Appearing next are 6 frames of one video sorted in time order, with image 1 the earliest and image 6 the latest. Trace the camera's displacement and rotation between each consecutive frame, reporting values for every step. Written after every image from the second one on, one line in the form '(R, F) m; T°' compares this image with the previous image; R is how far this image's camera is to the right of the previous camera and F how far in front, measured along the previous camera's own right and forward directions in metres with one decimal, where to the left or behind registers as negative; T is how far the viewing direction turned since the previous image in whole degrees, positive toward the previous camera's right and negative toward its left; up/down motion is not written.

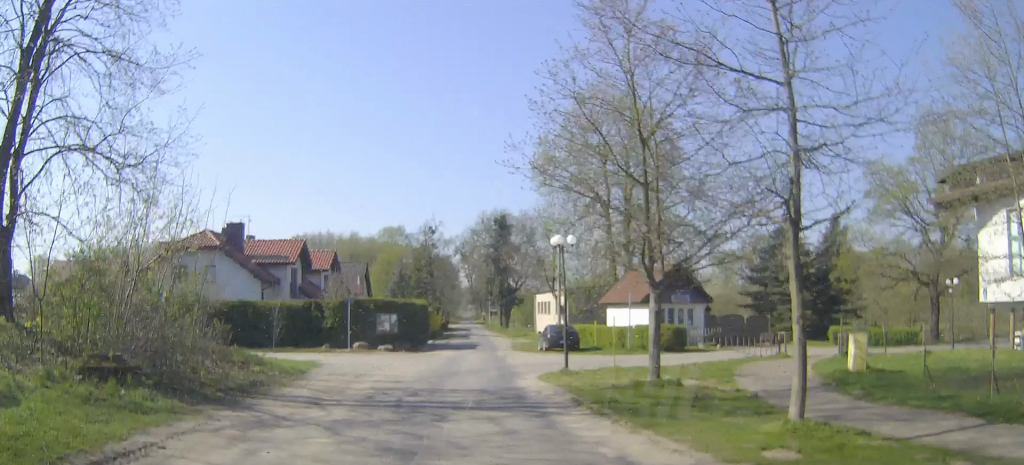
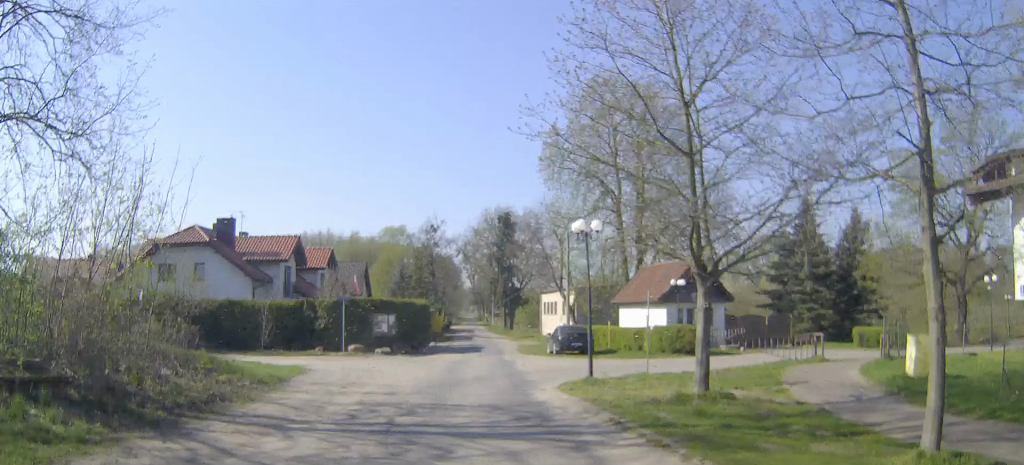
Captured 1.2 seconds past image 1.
(0.0, +2.4) m; 0°
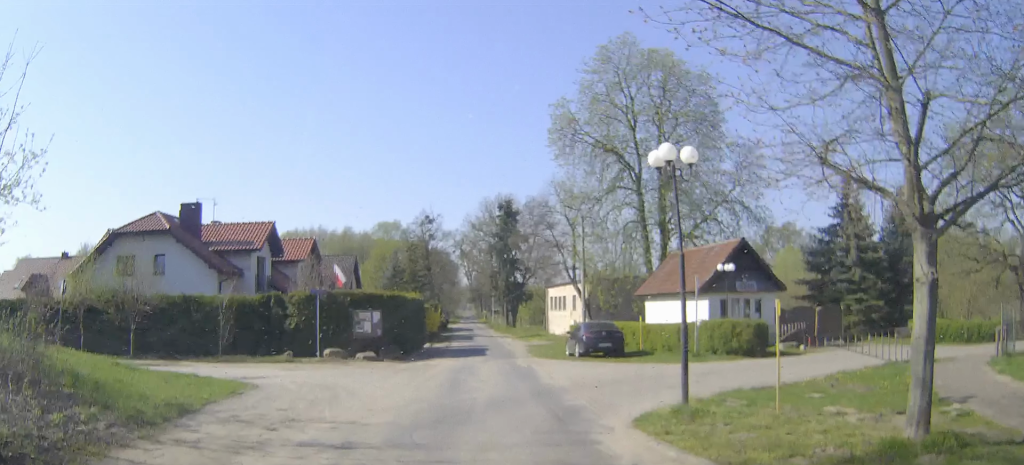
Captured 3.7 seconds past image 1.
(-0.1, +6.3) m; -2°
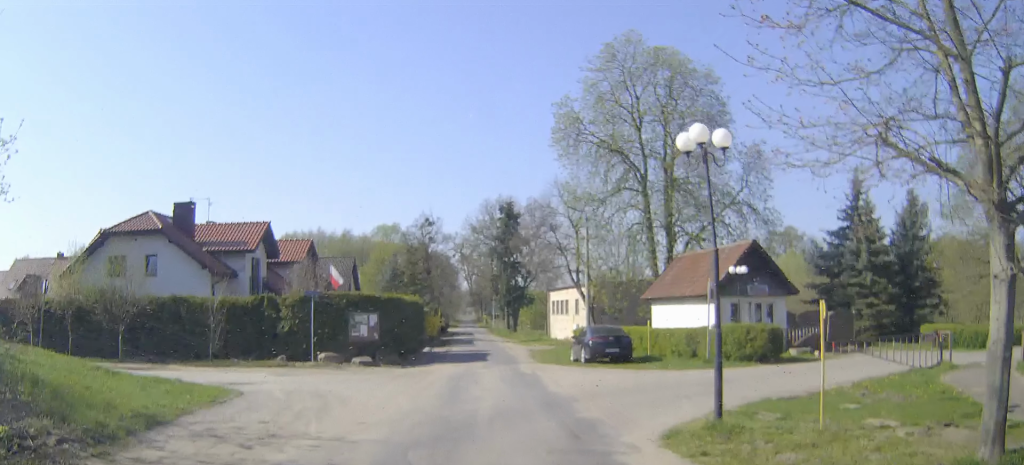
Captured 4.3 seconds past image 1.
(0.0, +1.5) m; 0°
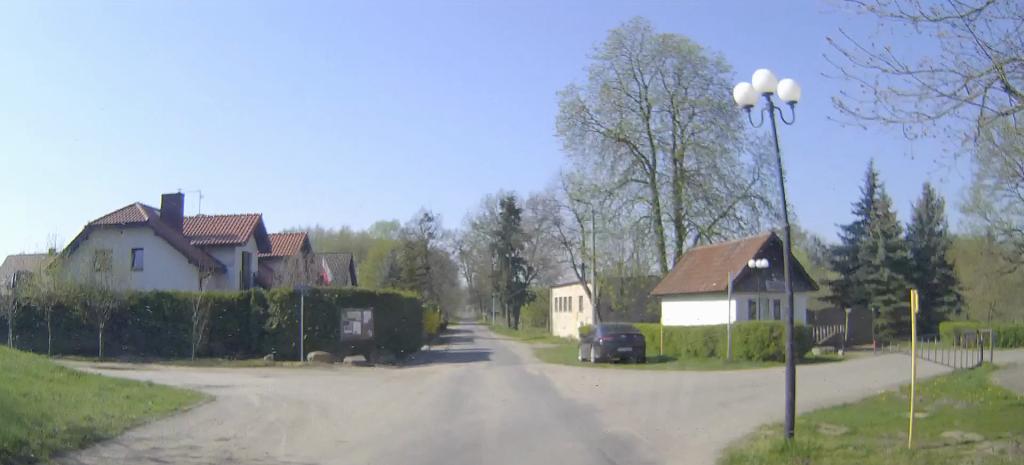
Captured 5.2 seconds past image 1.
(0.0, +2.2) m; 0°
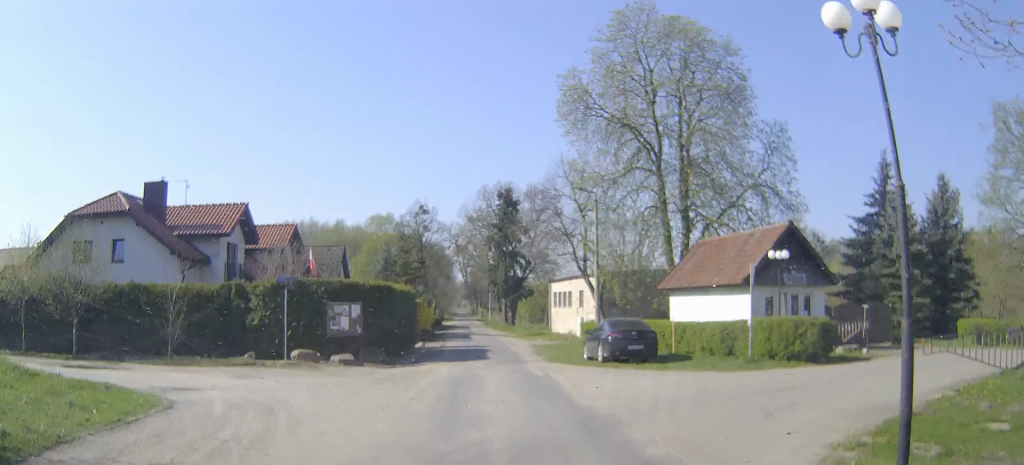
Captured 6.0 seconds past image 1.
(0.0, +2.0) m; +1°
